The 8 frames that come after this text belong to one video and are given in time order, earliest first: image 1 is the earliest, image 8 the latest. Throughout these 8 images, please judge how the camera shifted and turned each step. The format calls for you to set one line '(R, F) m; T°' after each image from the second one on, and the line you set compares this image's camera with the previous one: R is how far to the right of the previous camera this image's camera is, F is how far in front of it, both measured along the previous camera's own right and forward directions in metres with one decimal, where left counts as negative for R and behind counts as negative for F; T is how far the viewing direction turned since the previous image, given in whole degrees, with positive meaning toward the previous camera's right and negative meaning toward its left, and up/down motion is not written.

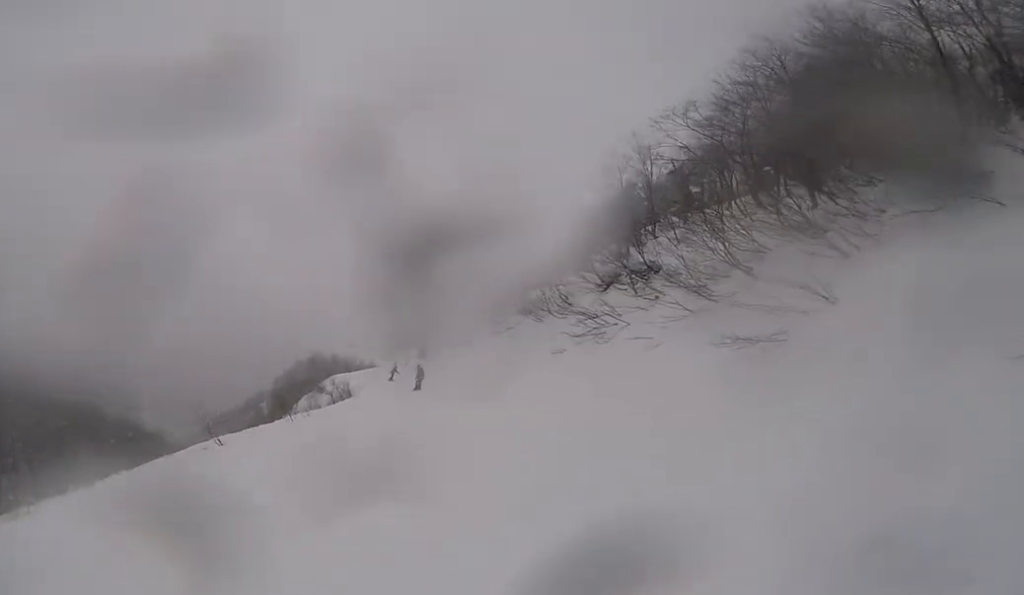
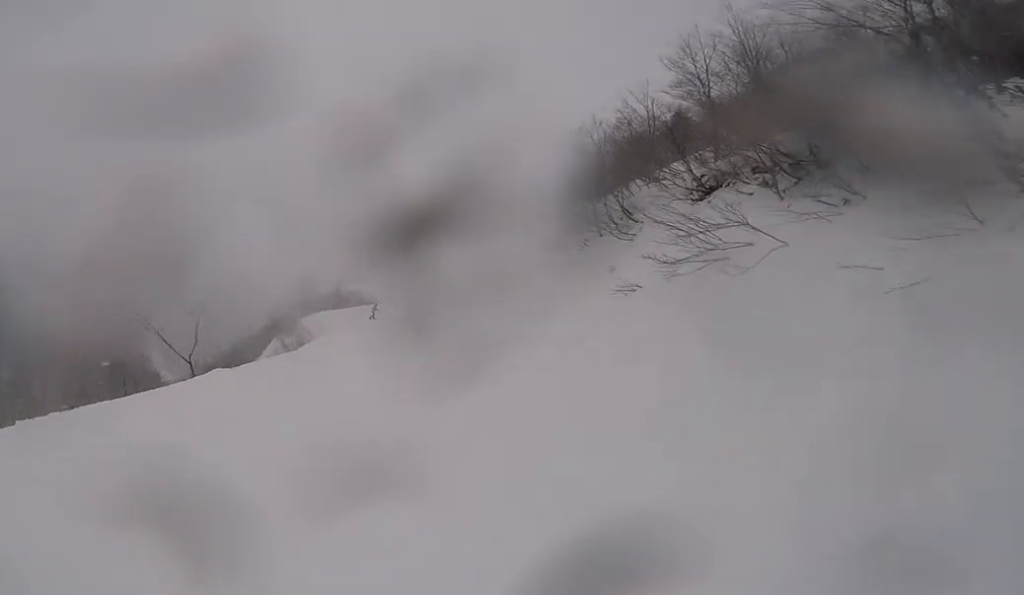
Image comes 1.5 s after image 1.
(-0.6, +10.8) m; -8°
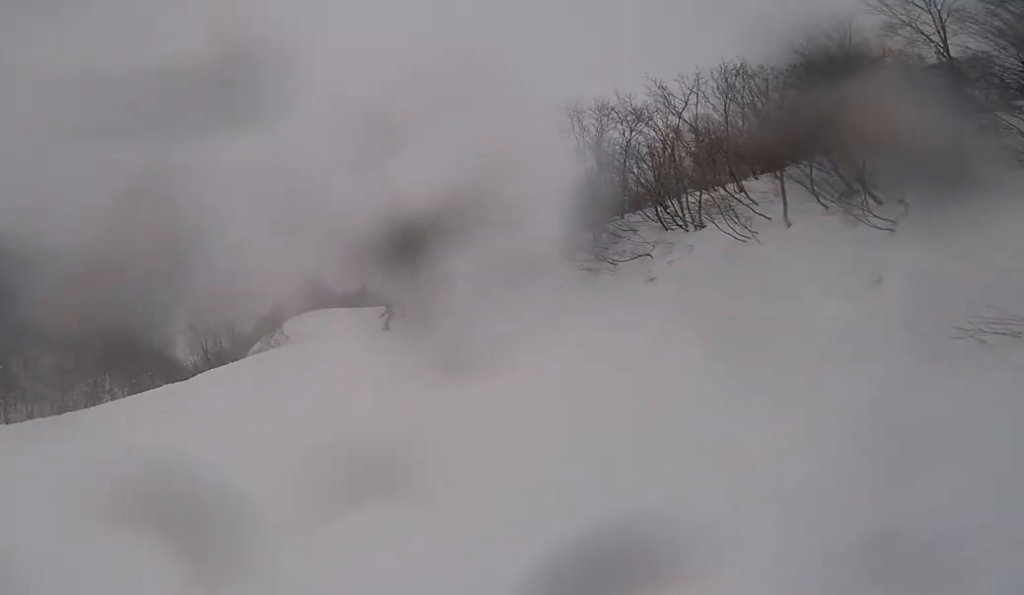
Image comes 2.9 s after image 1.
(-1.0, +10.3) m; -6°
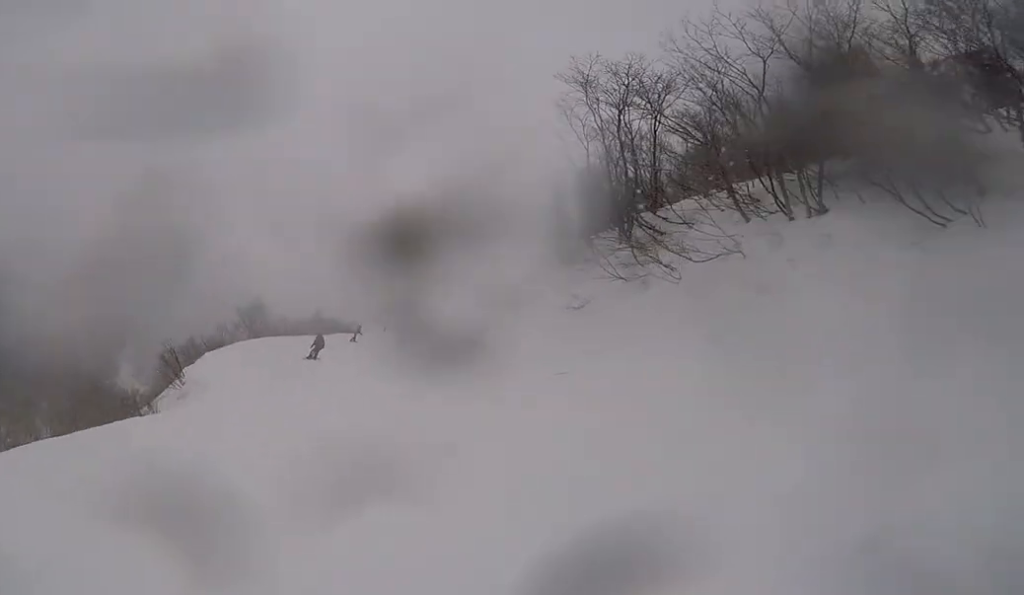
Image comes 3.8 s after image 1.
(+0.1, +7.2) m; +3°
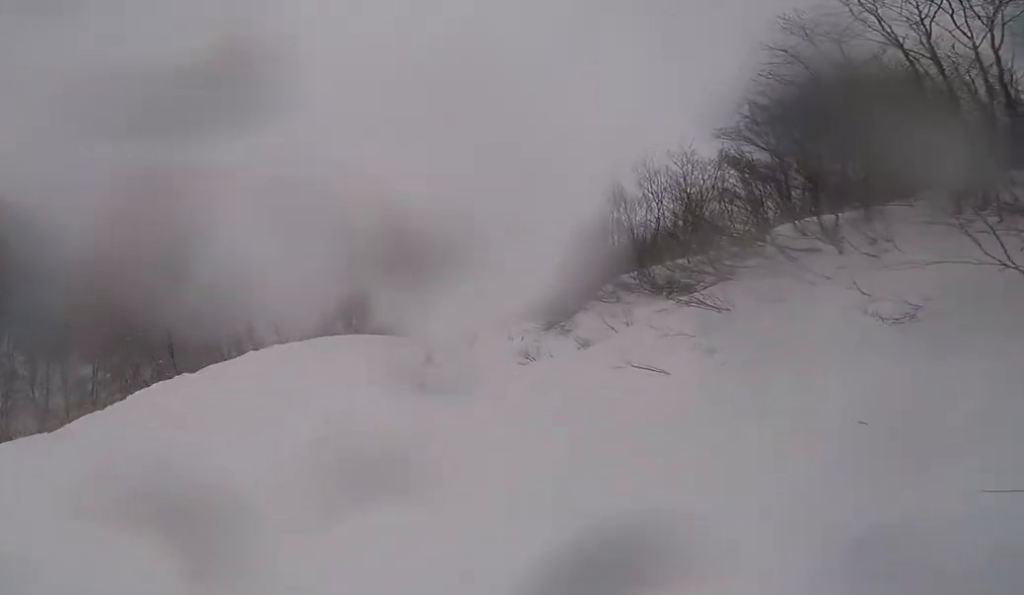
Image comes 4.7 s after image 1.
(+0.4, +7.1) m; -4°
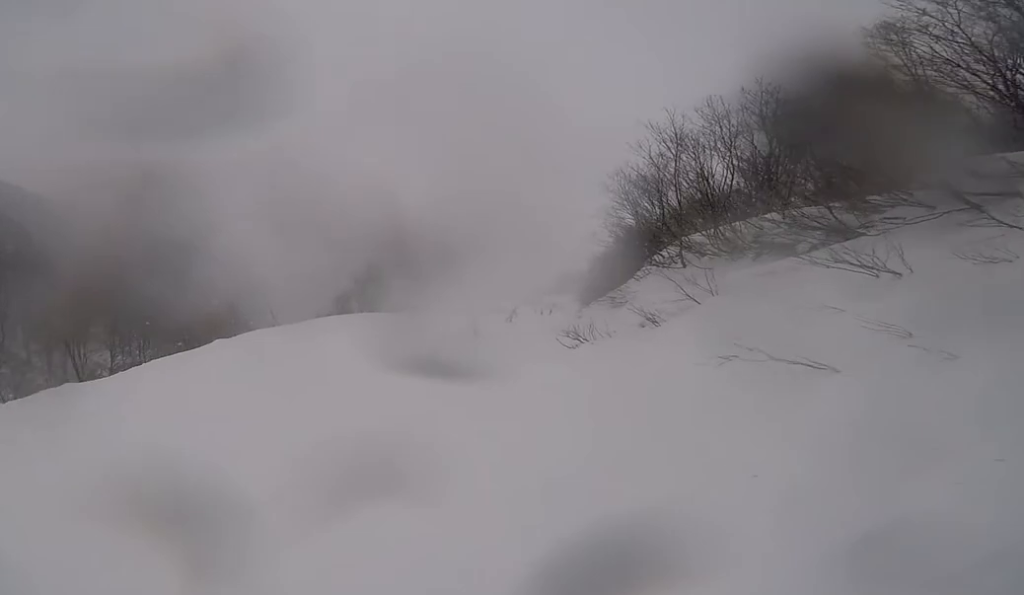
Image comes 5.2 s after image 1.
(+0.2, +4.1) m; -10°
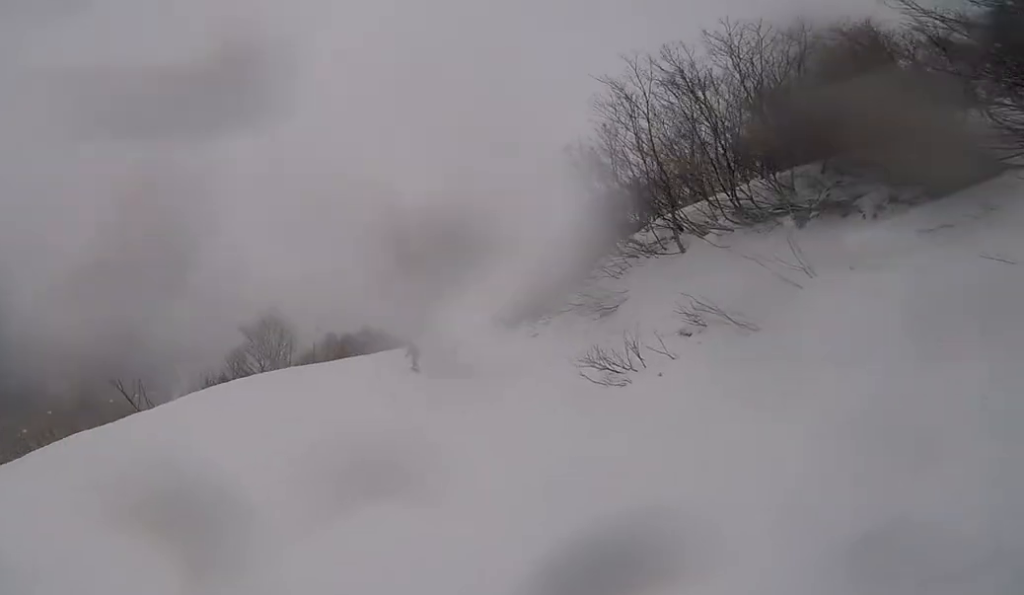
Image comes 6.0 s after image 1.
(-1.5, +6.4) m; -7°
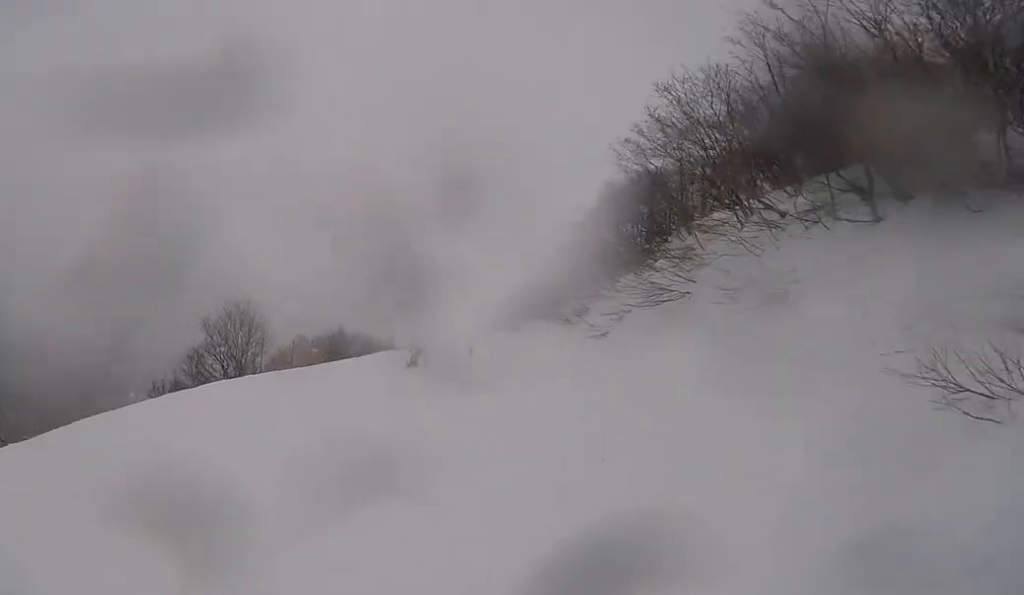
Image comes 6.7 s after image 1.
(-0.3, +6.1) m; +7°
